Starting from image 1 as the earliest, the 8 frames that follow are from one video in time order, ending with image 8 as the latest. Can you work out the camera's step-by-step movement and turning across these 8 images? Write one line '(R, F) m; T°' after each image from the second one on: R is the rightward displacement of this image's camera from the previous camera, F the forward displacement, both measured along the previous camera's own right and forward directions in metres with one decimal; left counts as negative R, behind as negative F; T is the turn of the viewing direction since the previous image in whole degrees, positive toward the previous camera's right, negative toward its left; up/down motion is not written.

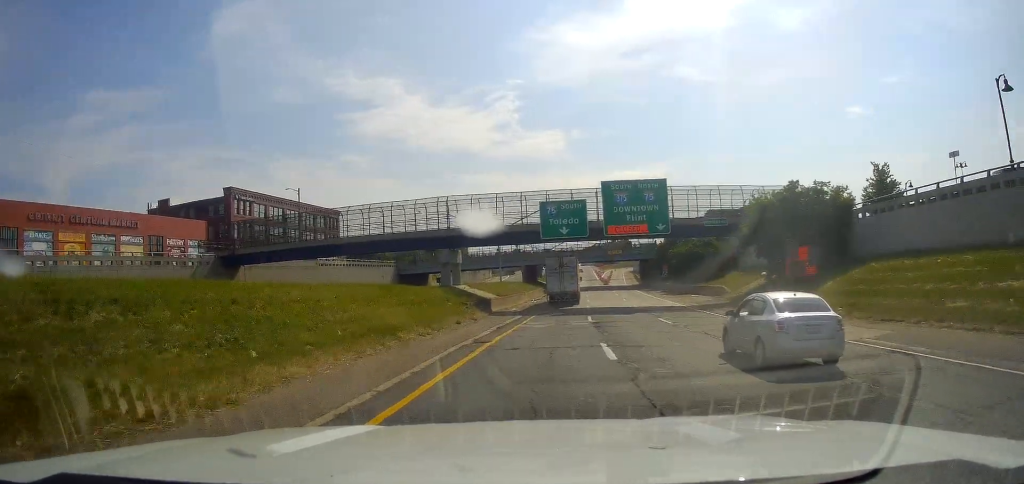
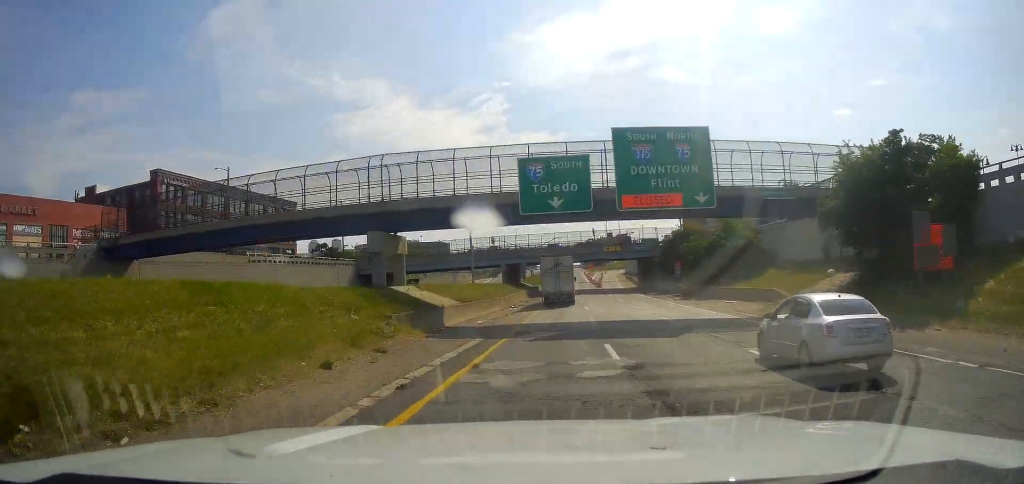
(+0.6, +15.8) m; +1°
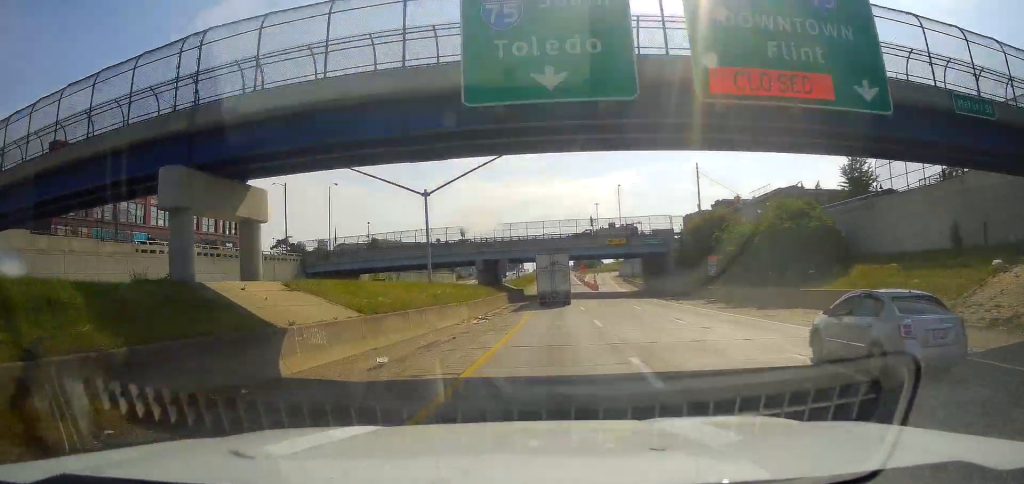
(0.0, +17.4) m; +1°
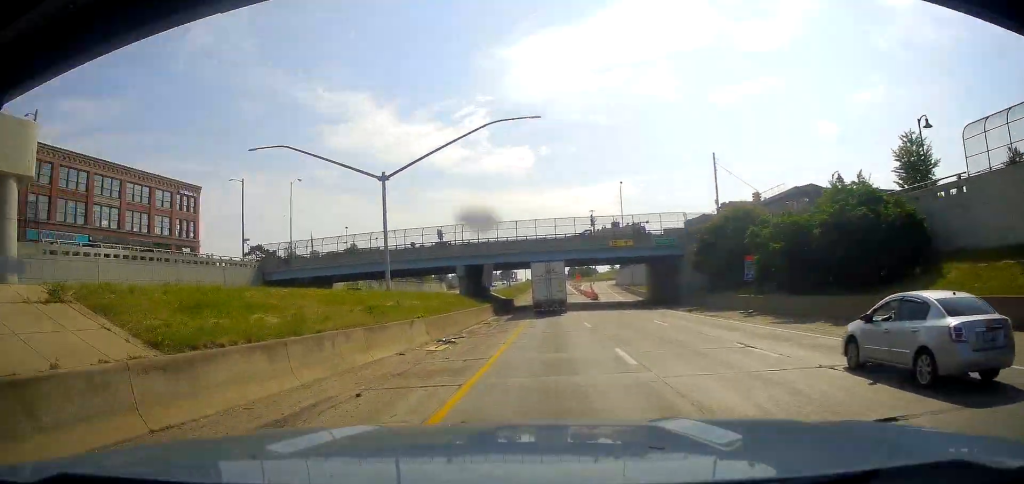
(-0.1, +10.2) m; 0°
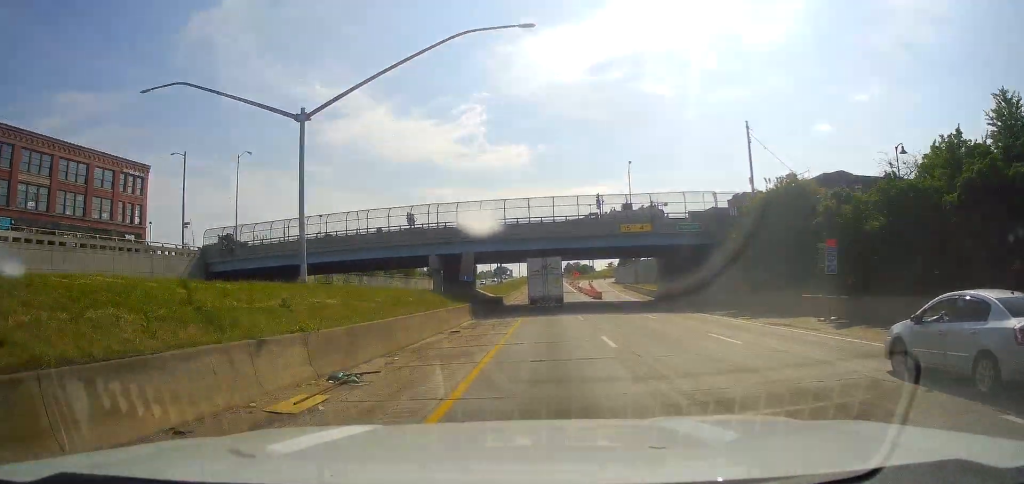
(+0.2, +11.9) m; +1°
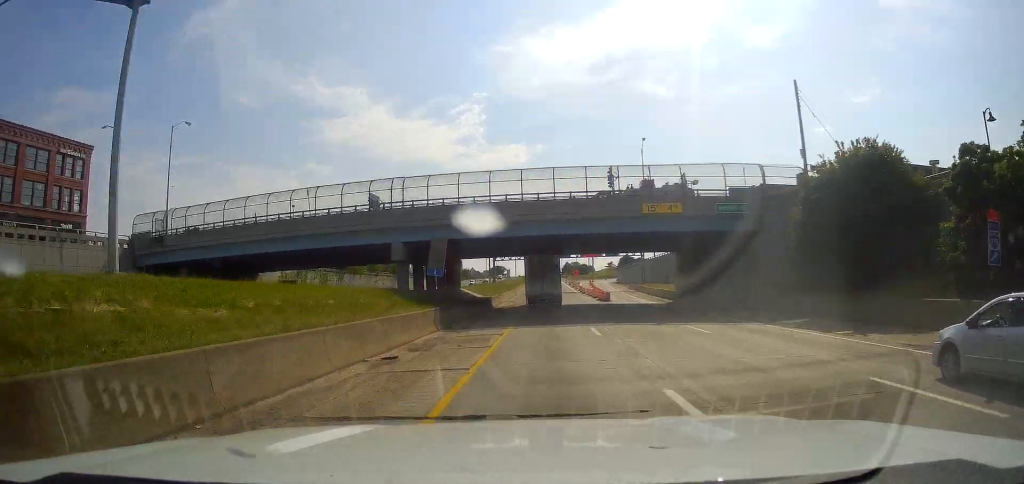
(+0.1, +11.2) m; +1°
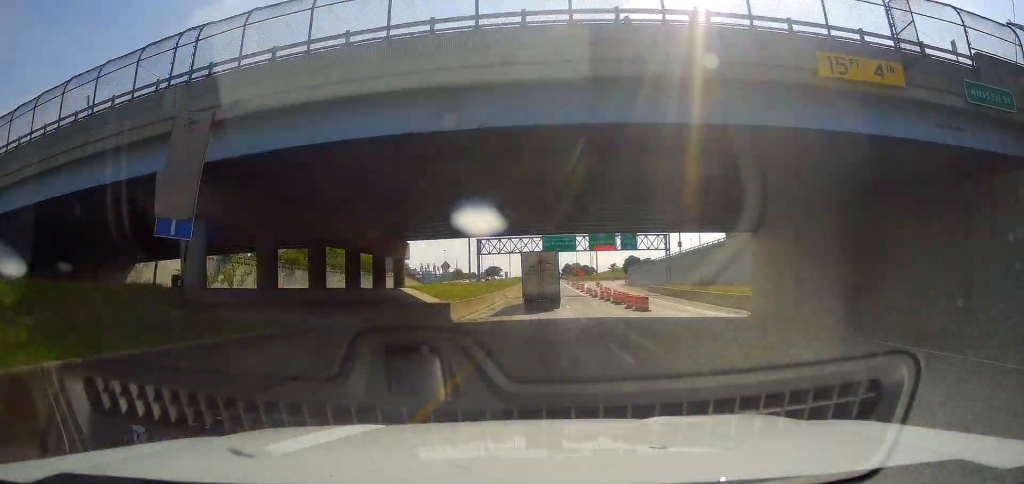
(+0.2, +23.6) m; 0°
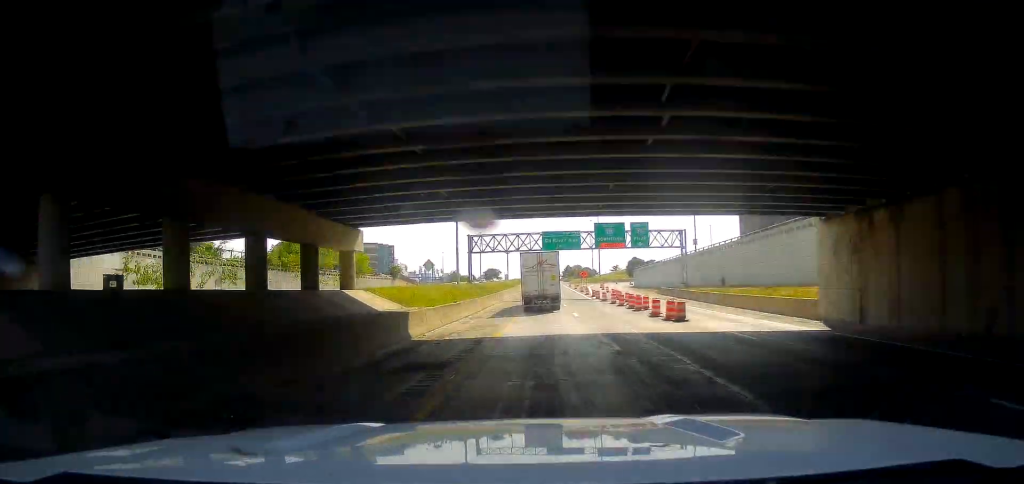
(-0.1, +10.0) m; 0°
